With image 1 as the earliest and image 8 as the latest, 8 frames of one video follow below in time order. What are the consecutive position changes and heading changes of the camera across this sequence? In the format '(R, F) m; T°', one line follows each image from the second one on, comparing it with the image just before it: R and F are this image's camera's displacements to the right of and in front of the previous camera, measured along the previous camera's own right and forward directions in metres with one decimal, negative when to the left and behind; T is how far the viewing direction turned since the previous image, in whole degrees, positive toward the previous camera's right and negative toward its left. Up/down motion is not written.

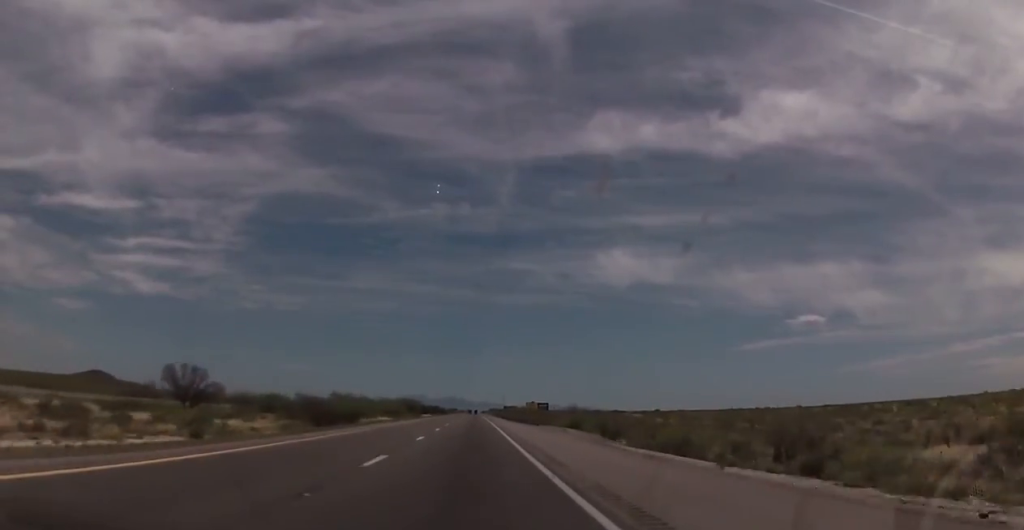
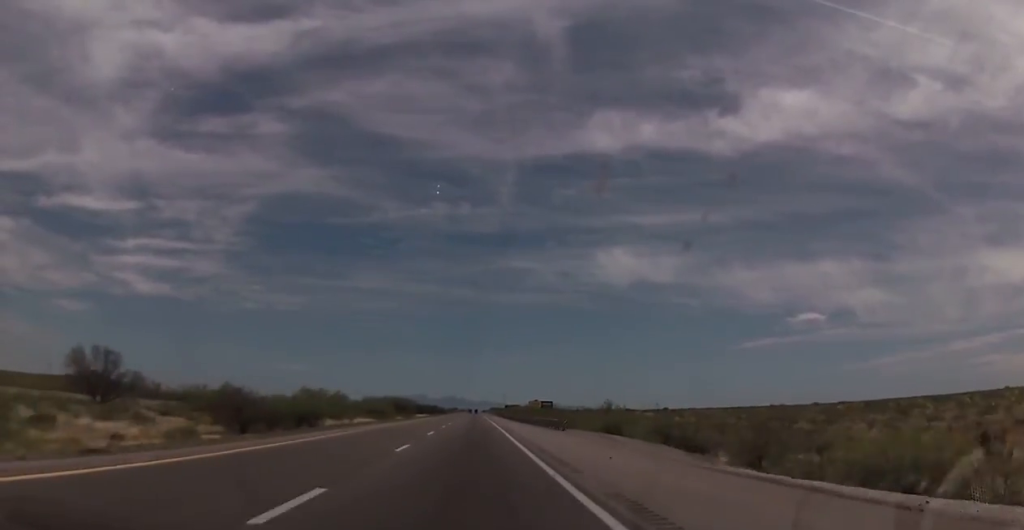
(0.0, +19.6) m; 0°
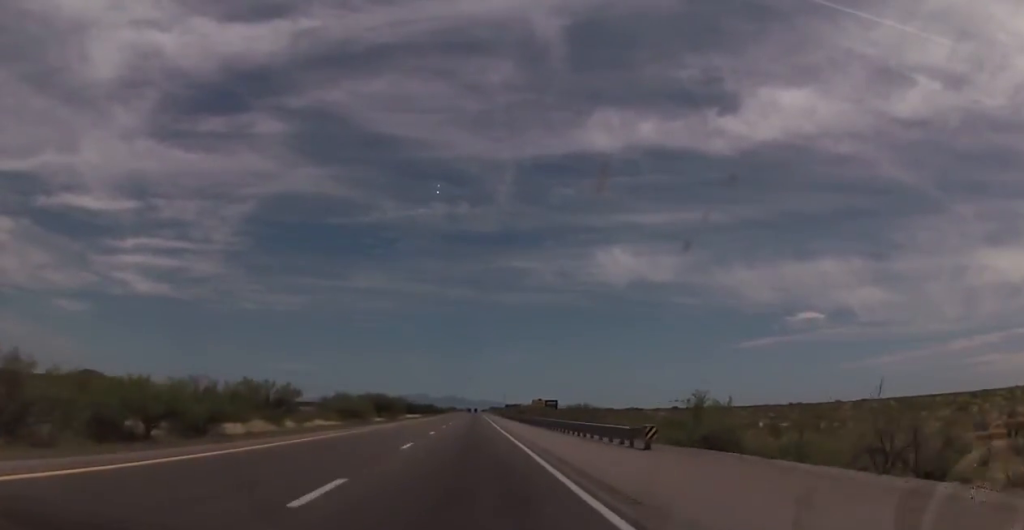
(-0.3, +23.3) m; 0°
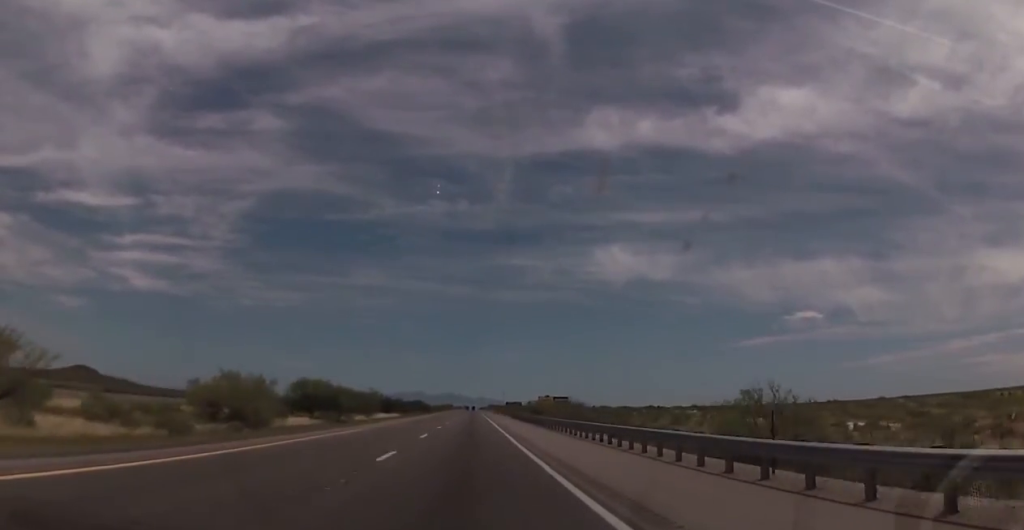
(+0.5, +41.7) m; 0°
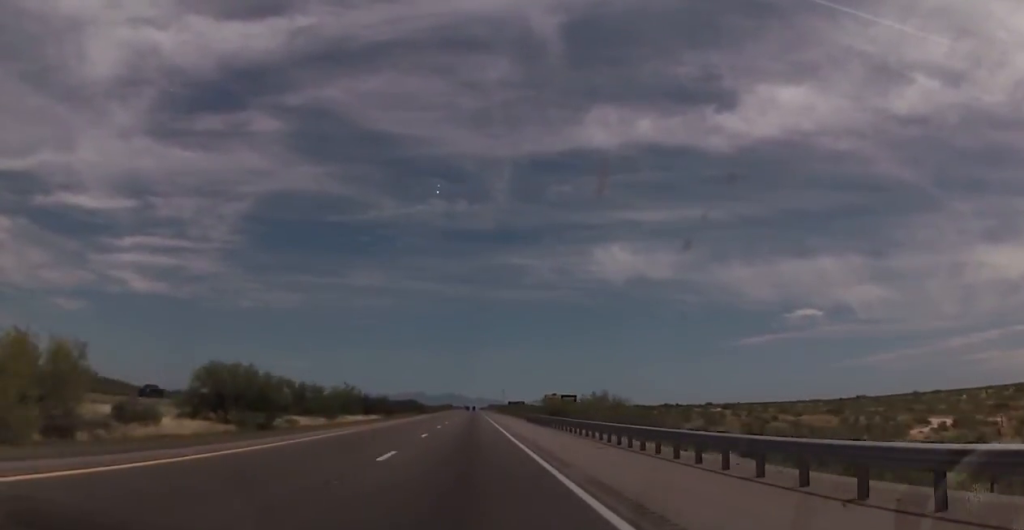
(-0.4, +24.7) m; 0°
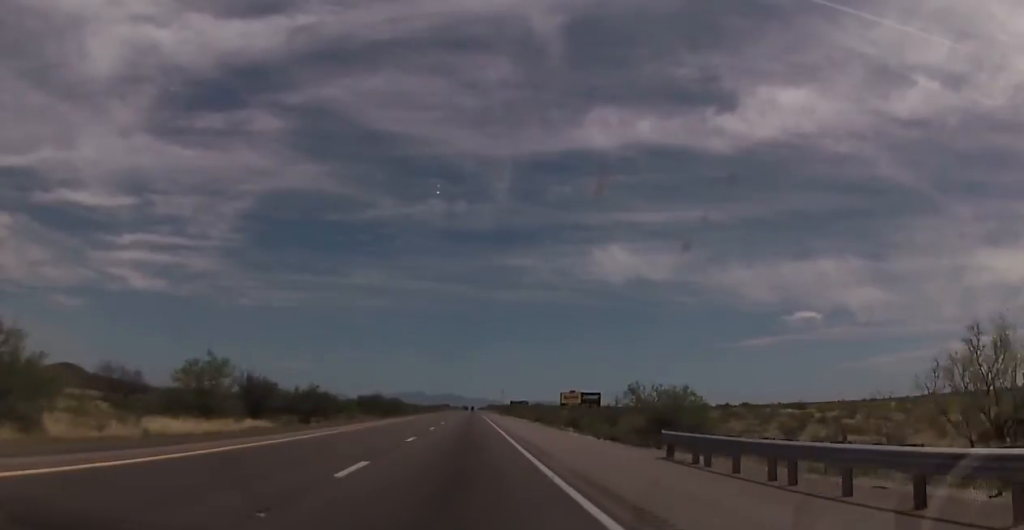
(+0.3, +53.1) m; 0°
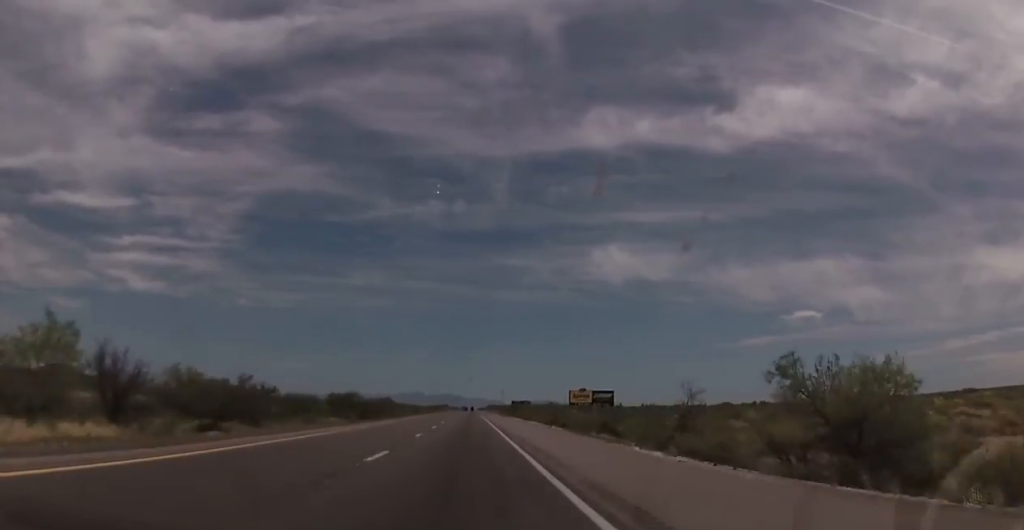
(-0.3, +20.9) m; 0°
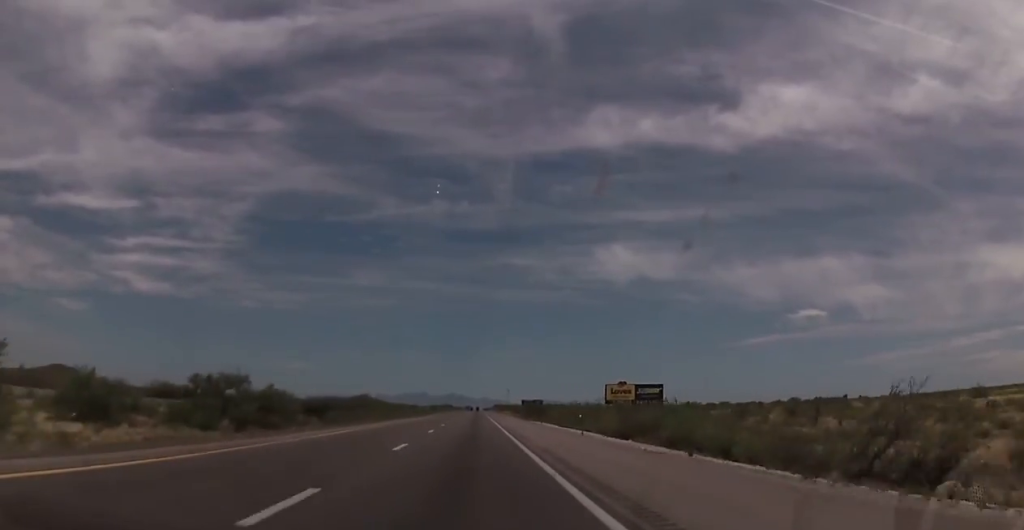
(+0.3, +45.2) m; 0°
